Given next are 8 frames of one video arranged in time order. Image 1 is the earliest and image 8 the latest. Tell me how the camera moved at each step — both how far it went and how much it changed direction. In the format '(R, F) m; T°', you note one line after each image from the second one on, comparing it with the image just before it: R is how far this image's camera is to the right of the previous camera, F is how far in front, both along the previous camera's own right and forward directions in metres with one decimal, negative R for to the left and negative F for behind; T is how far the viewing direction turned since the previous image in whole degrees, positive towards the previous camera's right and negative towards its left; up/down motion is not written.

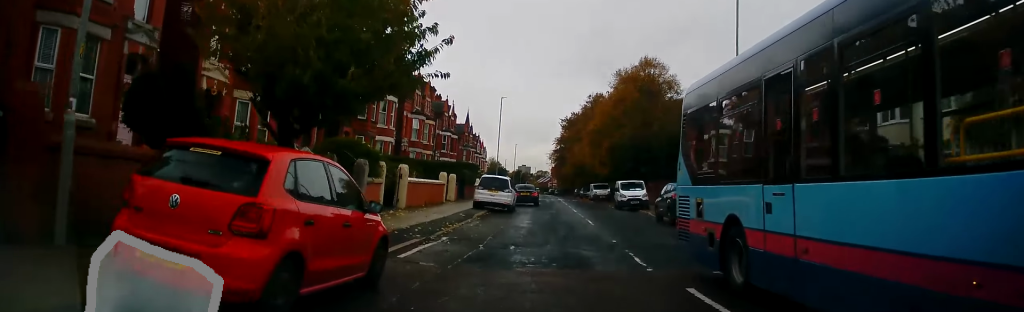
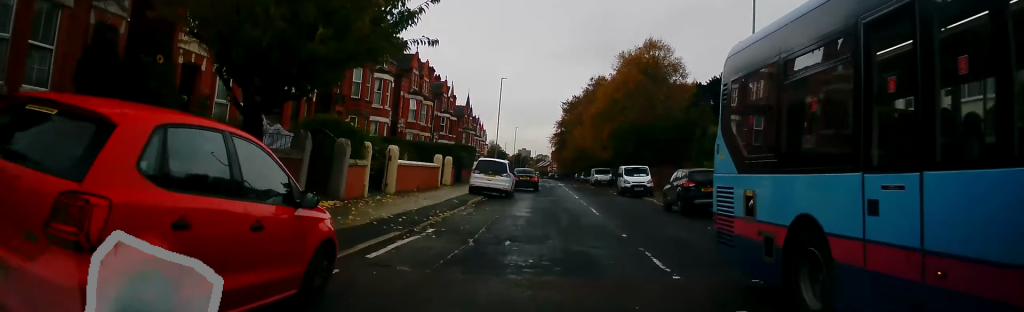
(+0.1, +1.9) m; +1°
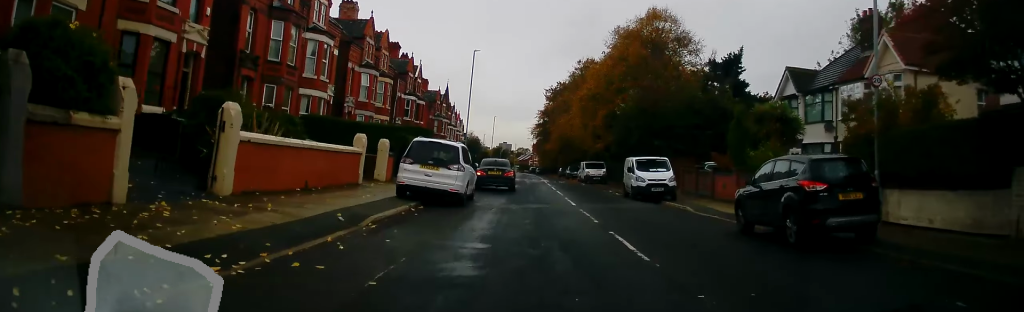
(-0.3, +10.4) m; -5°
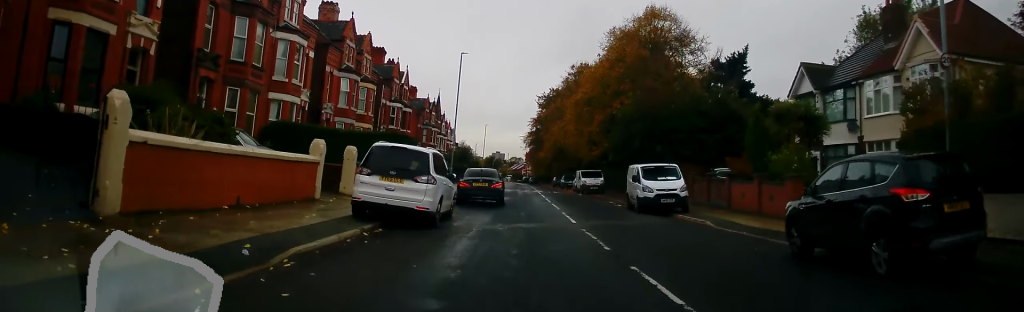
(-0.3, +3.0) m; 0°
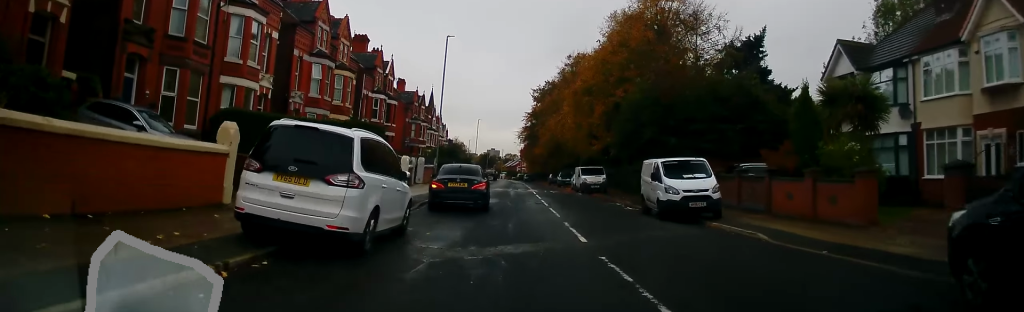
(+0.3, +4.8) m; +3°
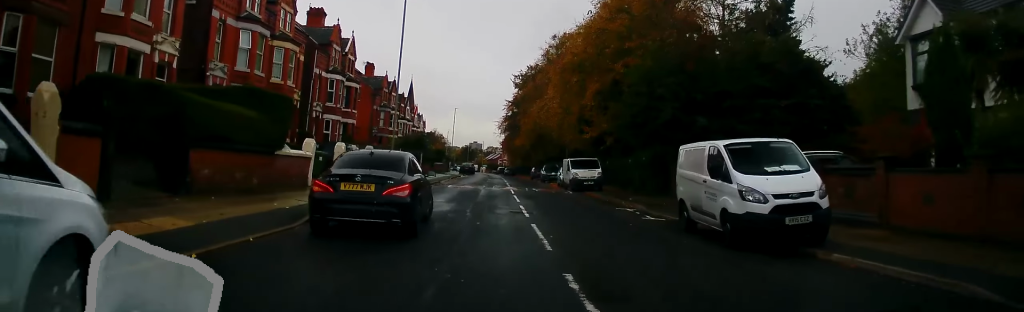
(+0.2, +8.0) m; +2°
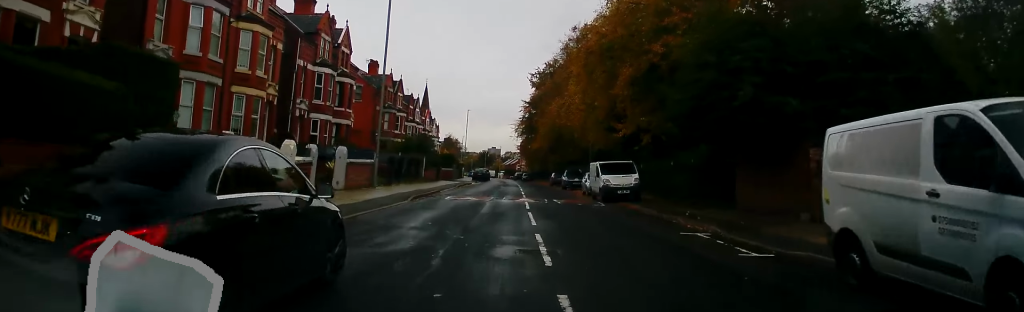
(0.0, +6.9) m; 0°
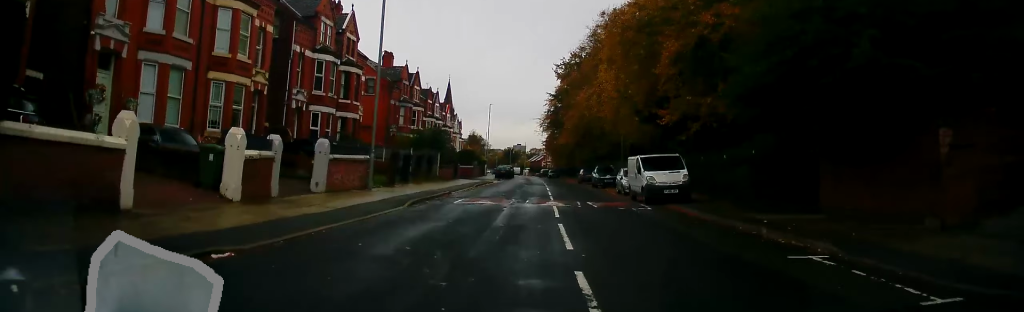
(0.0, +4.8) m; -3°
